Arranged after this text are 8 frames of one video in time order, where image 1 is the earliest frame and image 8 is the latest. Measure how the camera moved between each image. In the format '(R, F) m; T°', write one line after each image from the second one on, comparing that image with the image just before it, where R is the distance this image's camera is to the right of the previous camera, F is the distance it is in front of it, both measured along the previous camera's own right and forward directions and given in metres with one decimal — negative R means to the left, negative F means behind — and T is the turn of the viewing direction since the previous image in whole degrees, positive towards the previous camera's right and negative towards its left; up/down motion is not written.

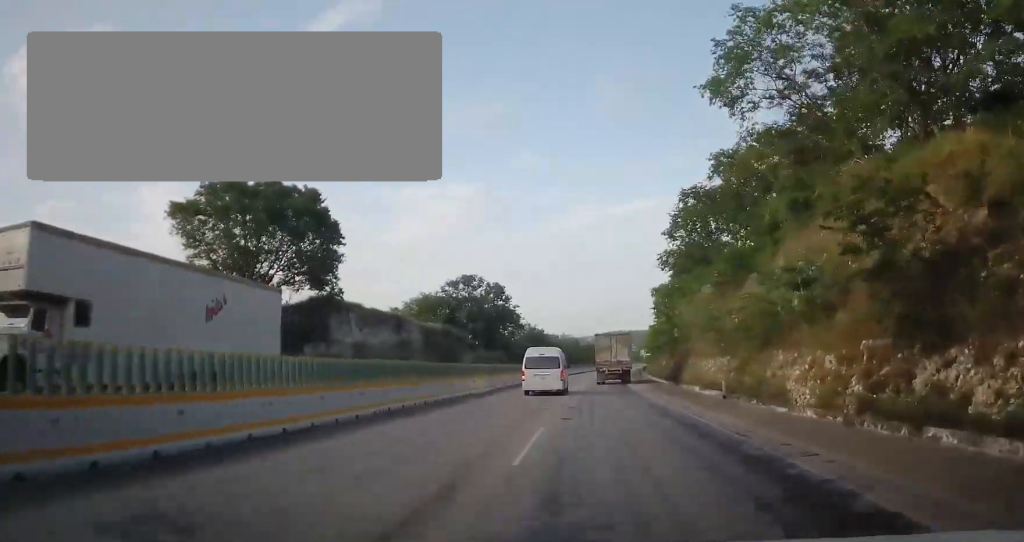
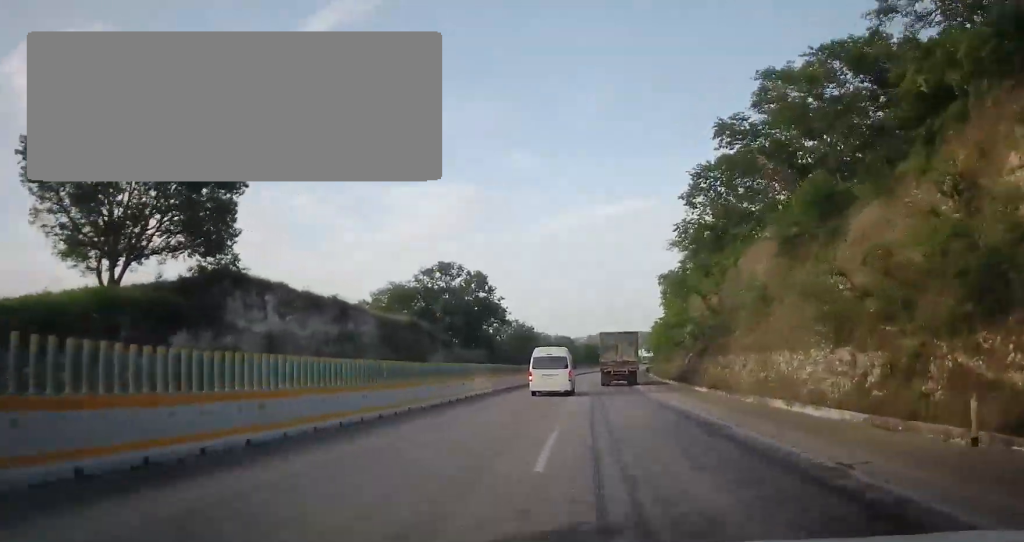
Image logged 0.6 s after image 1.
(+0.1, +15.8) m; 0°
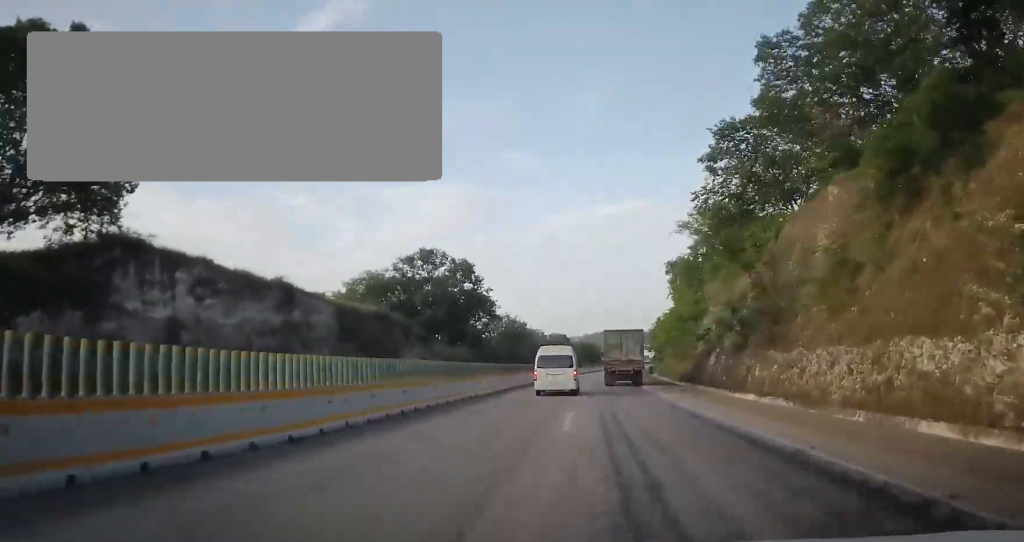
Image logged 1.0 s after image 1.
(0.0, +10.5) m; 0°
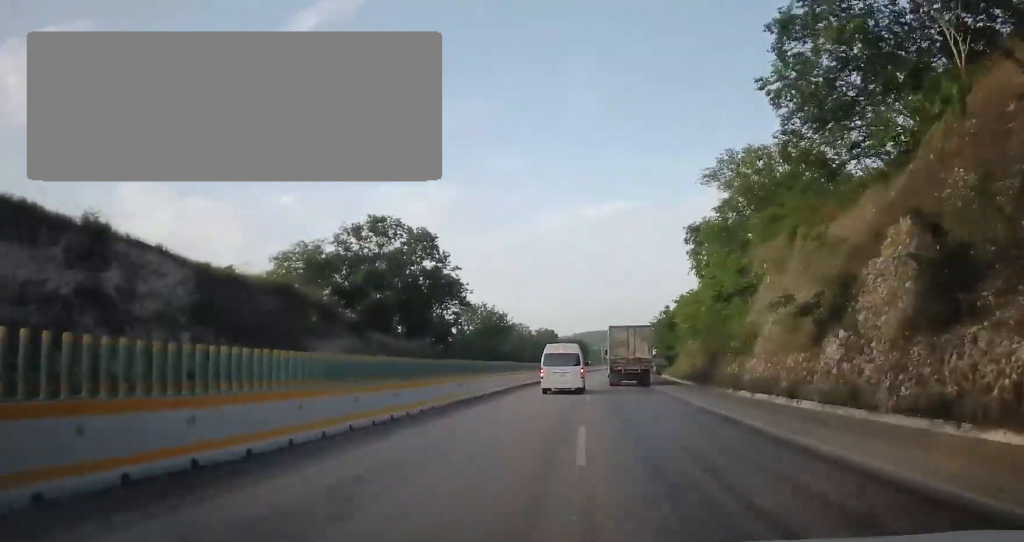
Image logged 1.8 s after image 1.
(0.0, +19.8) m; +1°
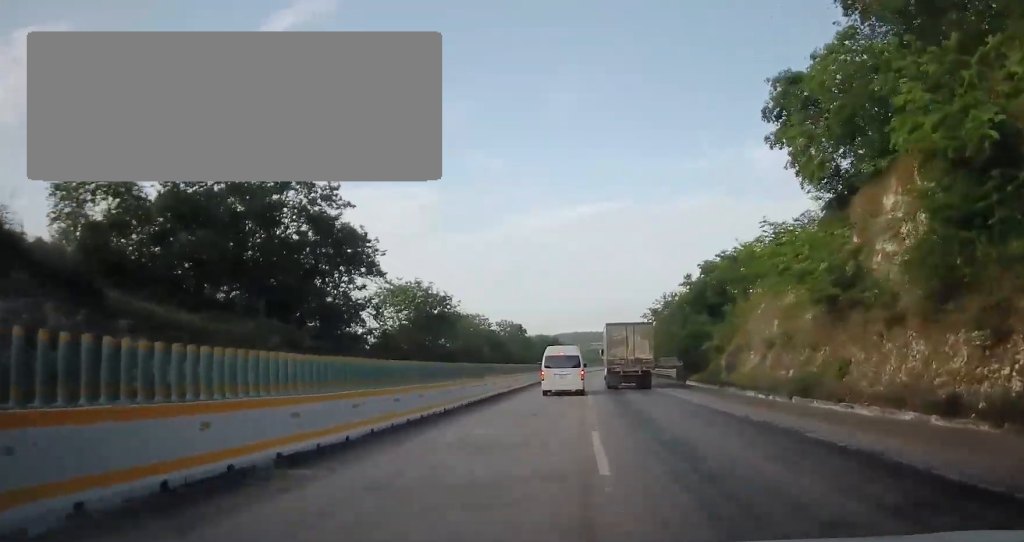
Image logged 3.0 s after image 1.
(+0.8, +31.5) m; +2°
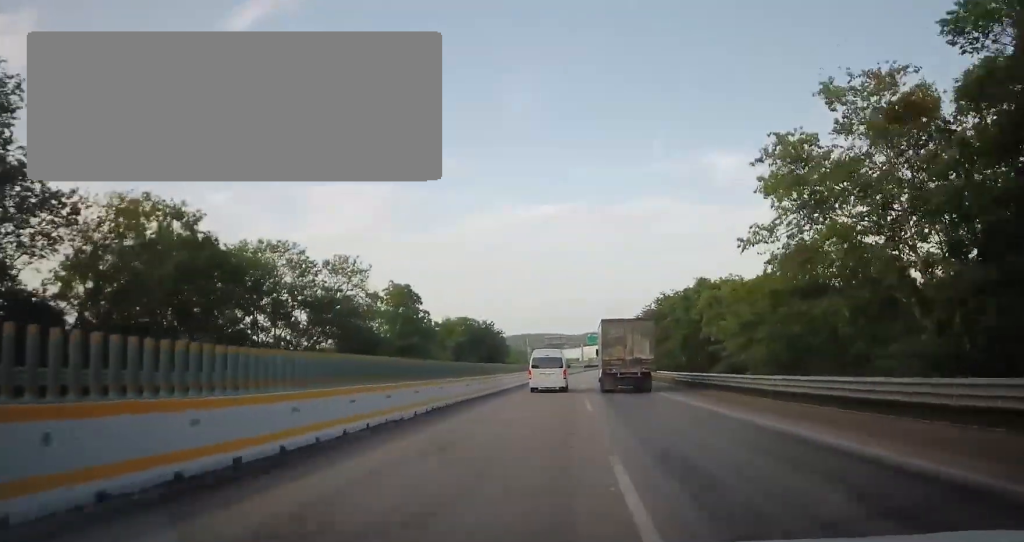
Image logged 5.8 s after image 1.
(+2.6, +65.4) m; +4°
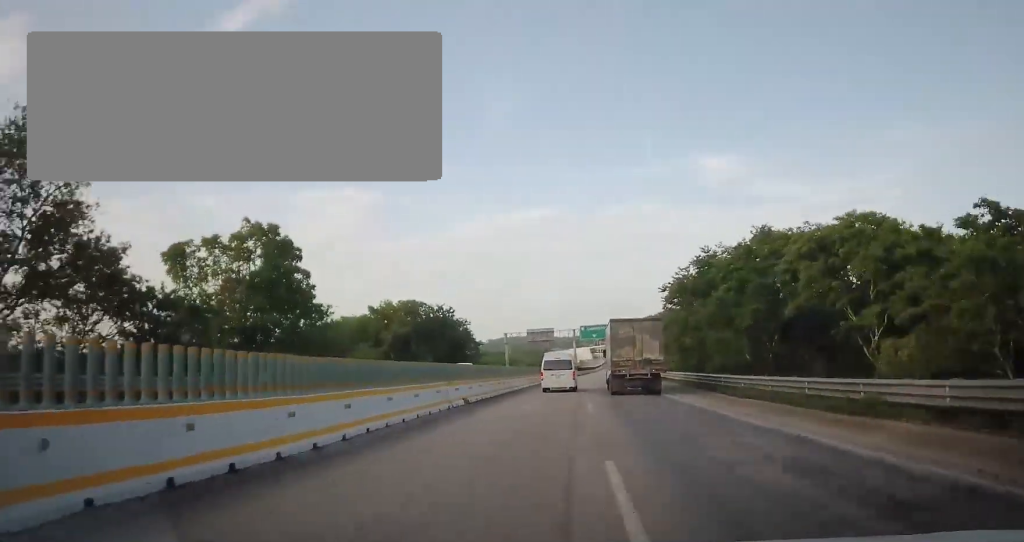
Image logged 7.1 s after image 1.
(+0.6, +30.2) m; +1°
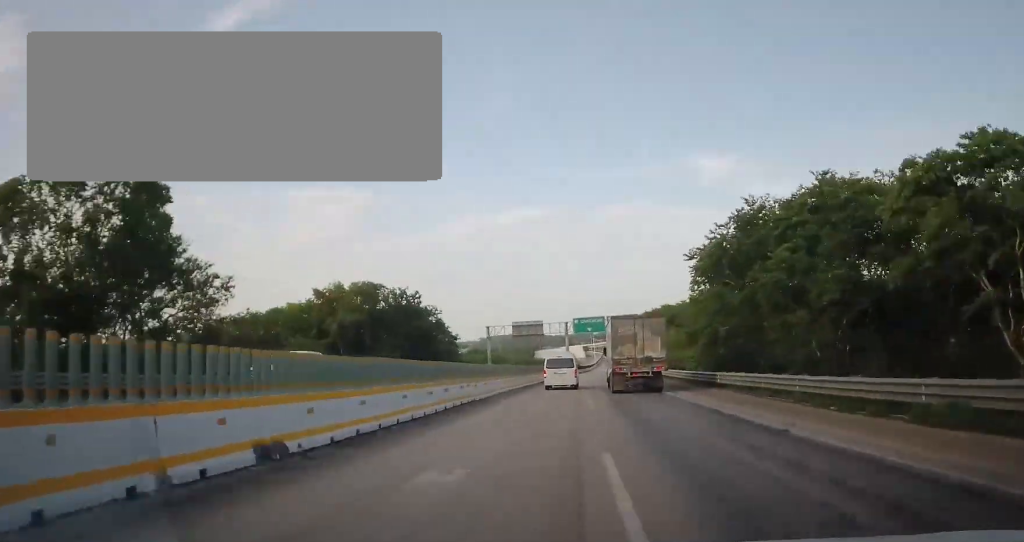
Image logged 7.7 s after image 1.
(-0.1, +14.3) m; 0°
